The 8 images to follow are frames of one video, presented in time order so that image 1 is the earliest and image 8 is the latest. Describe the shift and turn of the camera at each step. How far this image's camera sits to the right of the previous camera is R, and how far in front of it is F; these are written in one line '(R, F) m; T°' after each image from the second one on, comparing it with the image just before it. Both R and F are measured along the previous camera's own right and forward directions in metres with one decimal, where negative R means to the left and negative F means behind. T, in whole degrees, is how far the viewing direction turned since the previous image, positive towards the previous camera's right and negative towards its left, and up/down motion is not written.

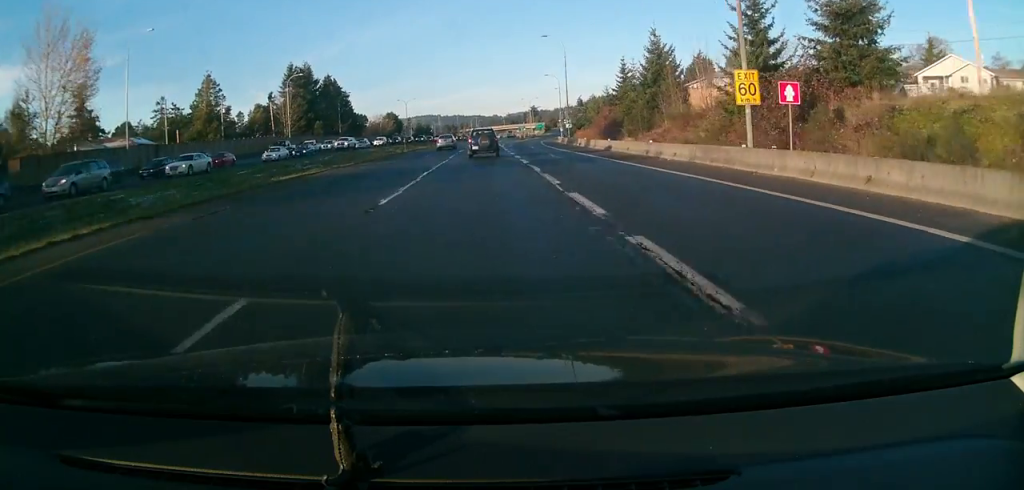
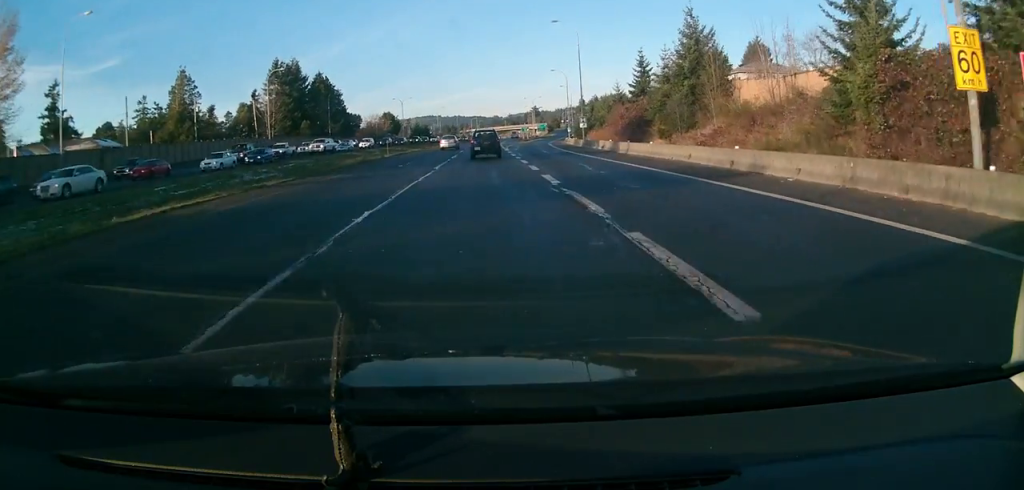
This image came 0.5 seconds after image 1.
(0.0, +11.4) m; 0°
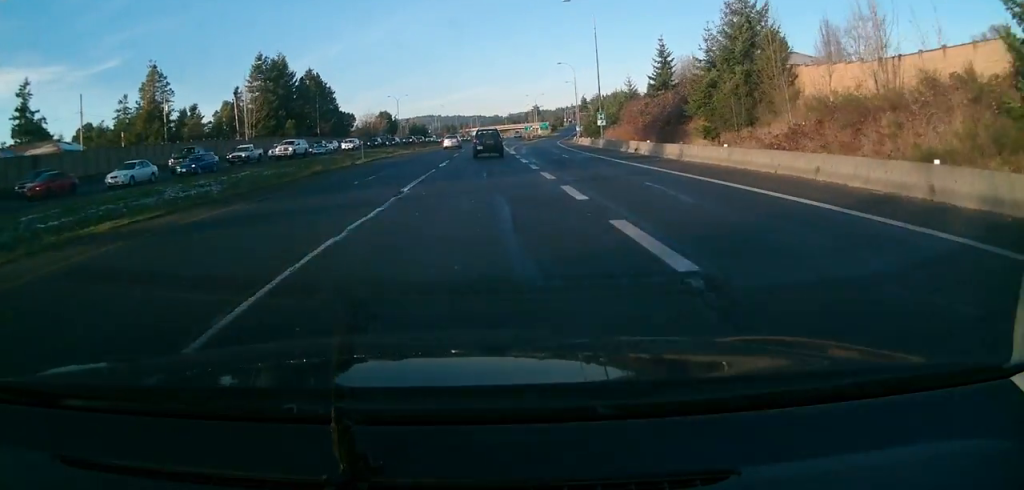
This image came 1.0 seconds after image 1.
(0.0, +10.6) m; 0°
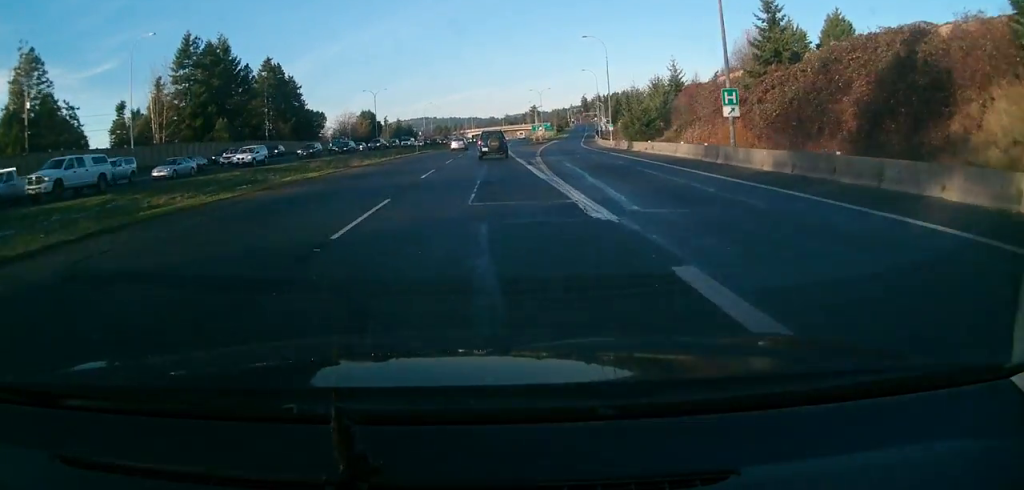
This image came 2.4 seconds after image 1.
(-0.5, +31.8) m; -1°
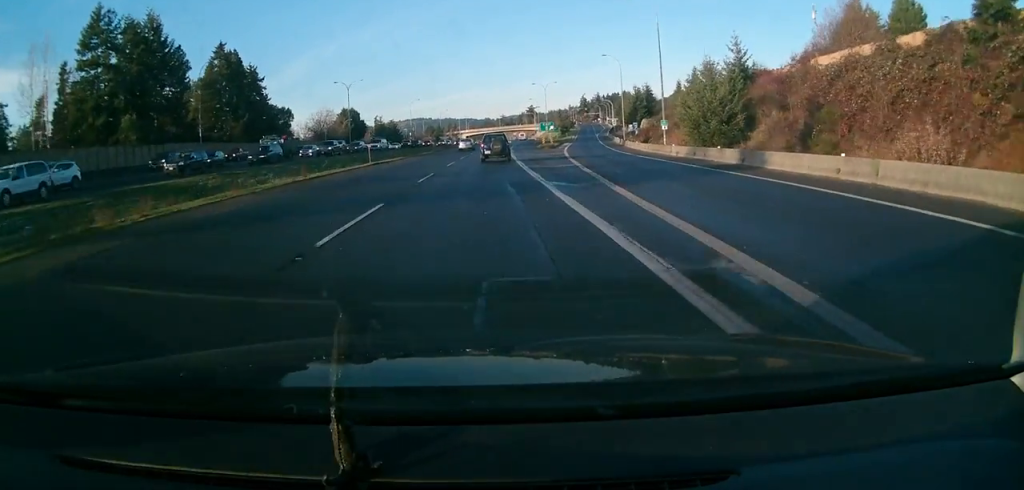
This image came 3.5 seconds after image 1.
(+0.1, +25.0) m; 0°
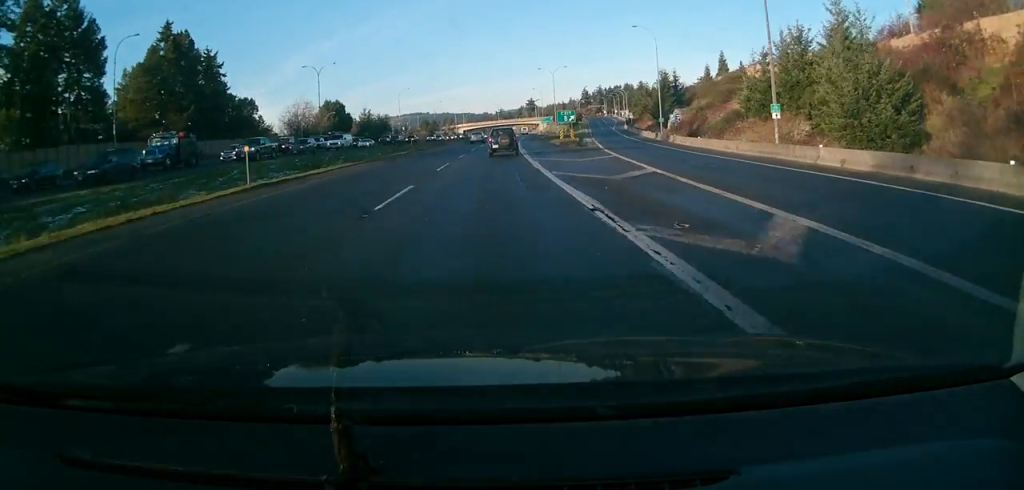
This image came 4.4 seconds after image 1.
(0.0, +21.3) m; +1°
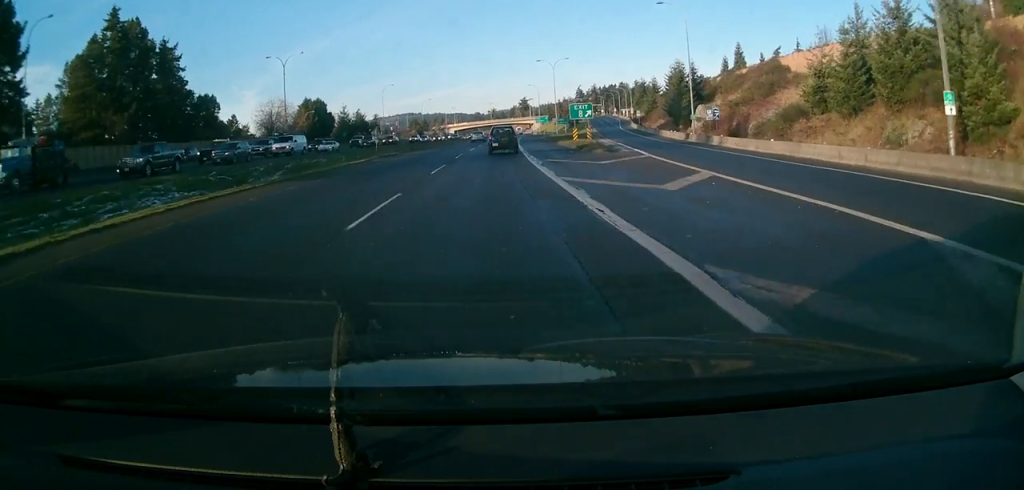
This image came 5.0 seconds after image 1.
(+0.1, +14.5) m; 0°
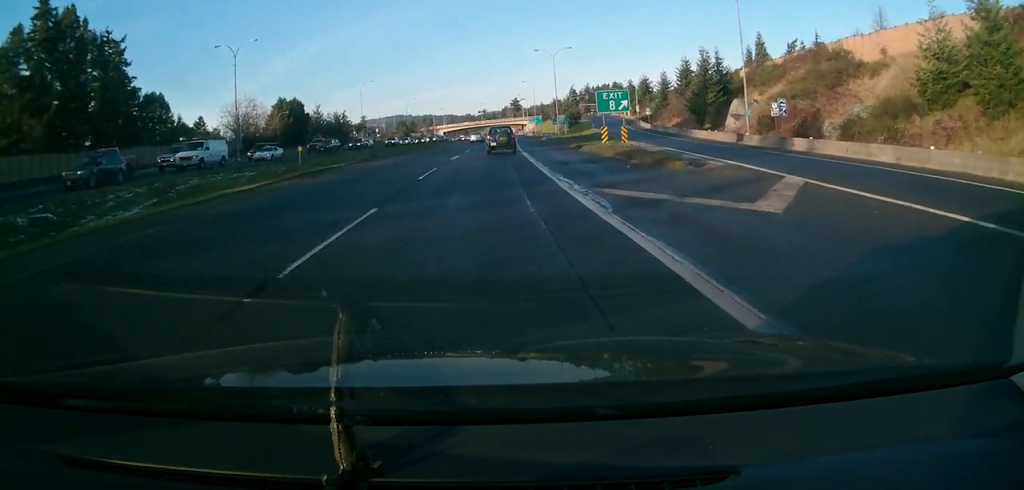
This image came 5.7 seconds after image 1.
(+0.1, +15.3) m; 0°
